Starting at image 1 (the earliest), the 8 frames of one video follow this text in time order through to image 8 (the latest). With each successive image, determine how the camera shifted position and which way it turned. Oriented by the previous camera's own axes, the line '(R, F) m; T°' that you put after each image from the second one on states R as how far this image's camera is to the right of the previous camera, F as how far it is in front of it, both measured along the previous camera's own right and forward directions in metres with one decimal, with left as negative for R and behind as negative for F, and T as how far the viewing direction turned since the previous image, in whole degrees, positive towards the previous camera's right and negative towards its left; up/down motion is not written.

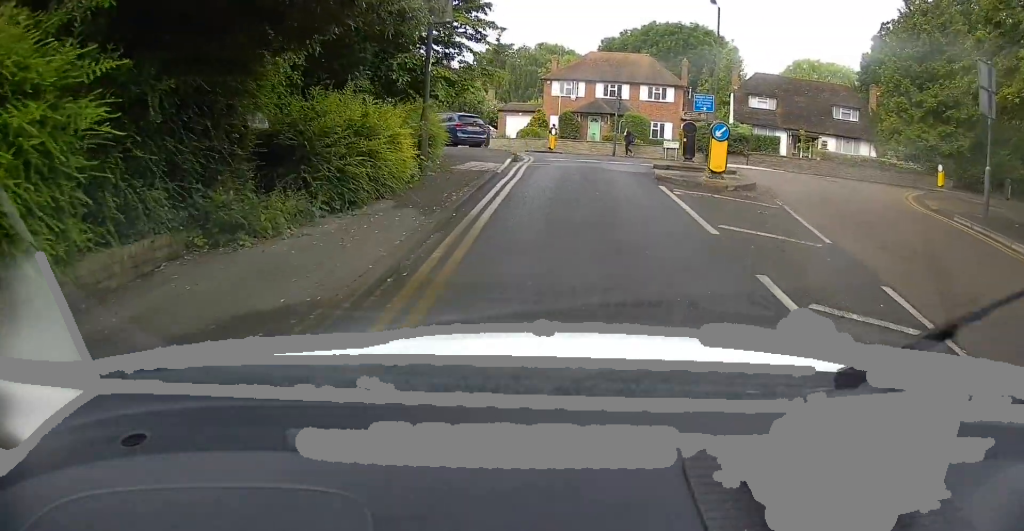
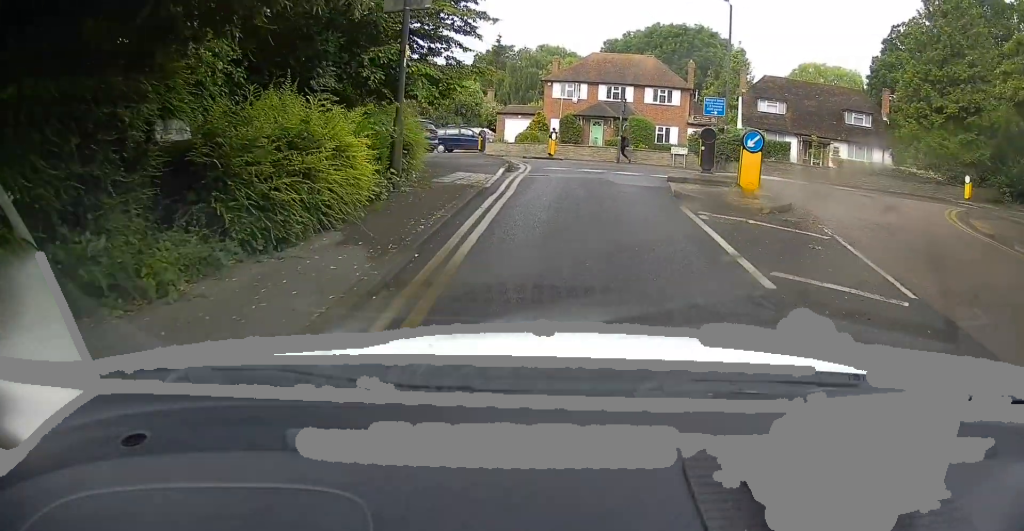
(0.0, +2.0) m; +1°
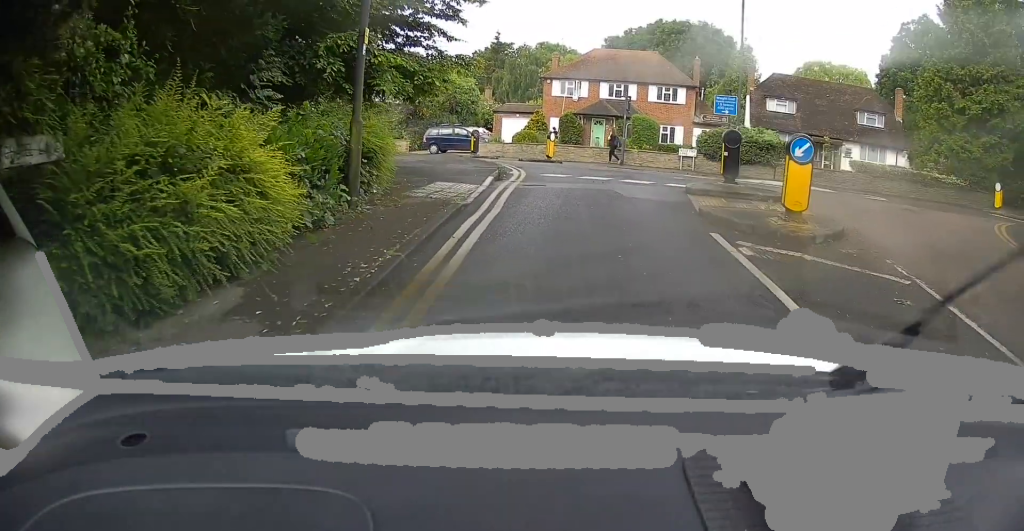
(0.0, +2.2) m; +2°
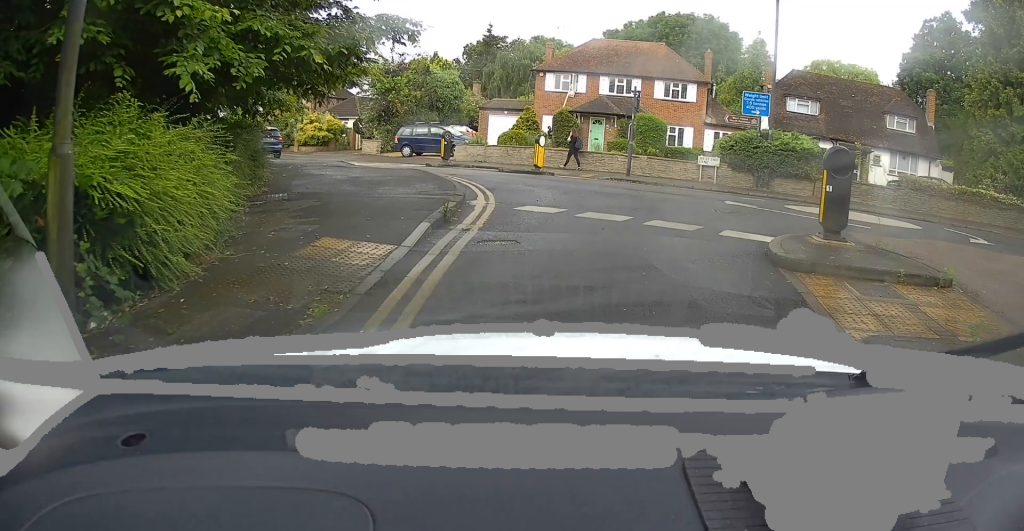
(+0.4, +5.3) m; +4°
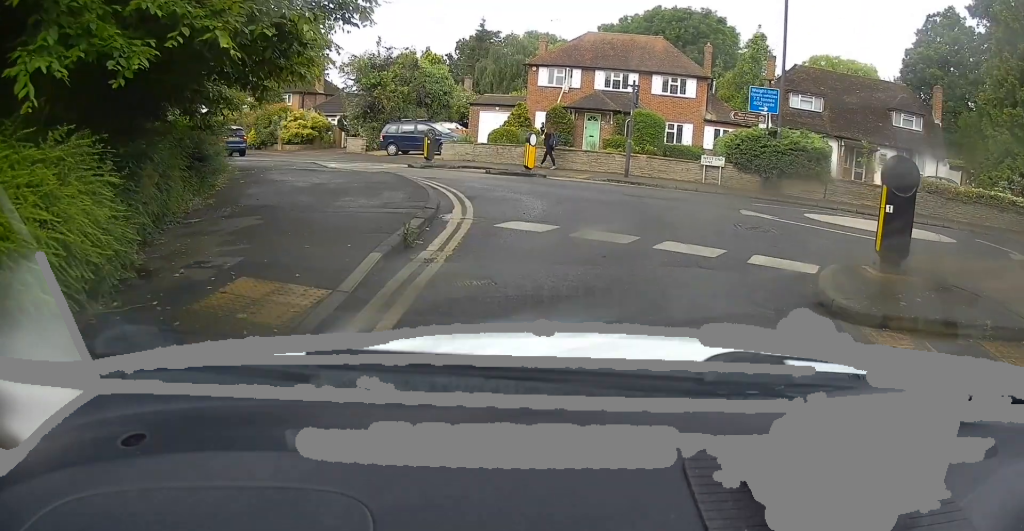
(-0.1, +1.6) m; +1°
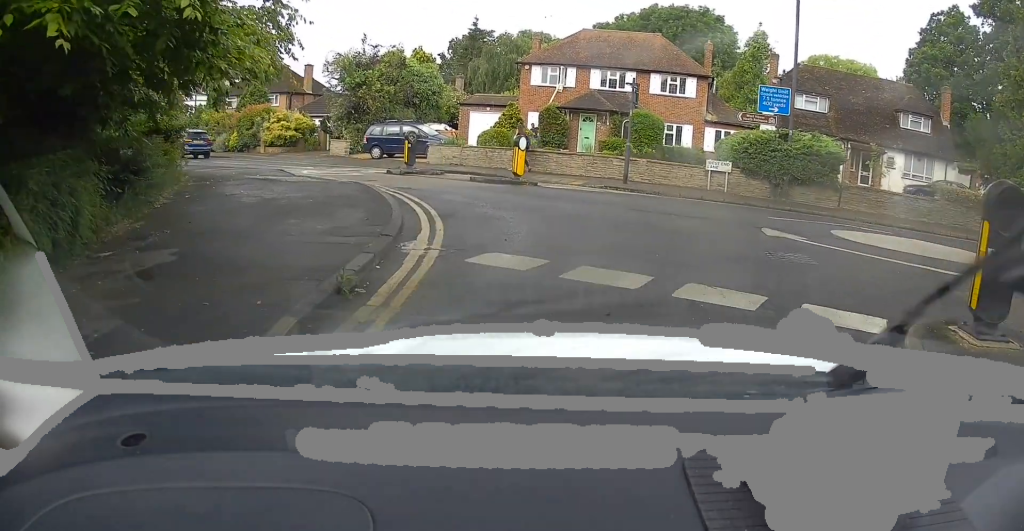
(0.0, +1.8) m; +2°
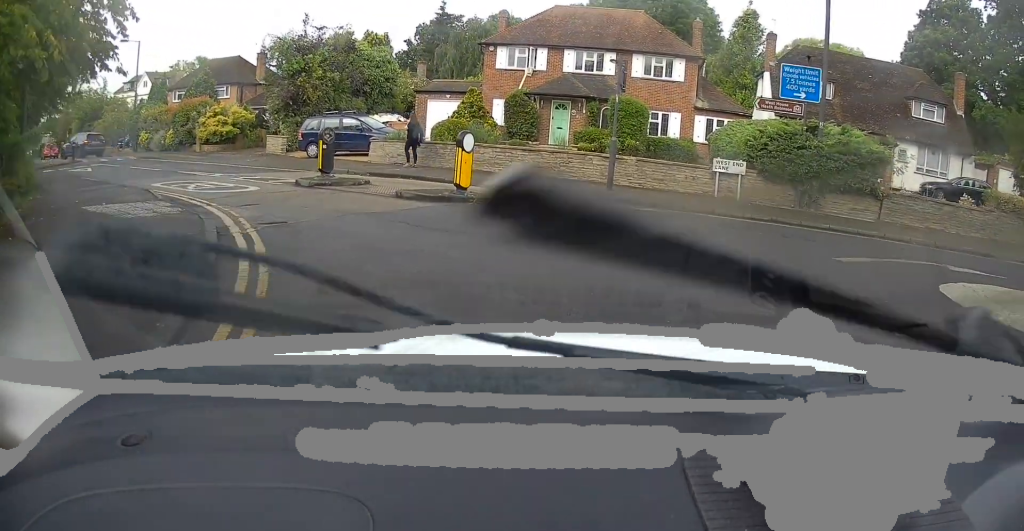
(+0.4, +4.3) m; +5°
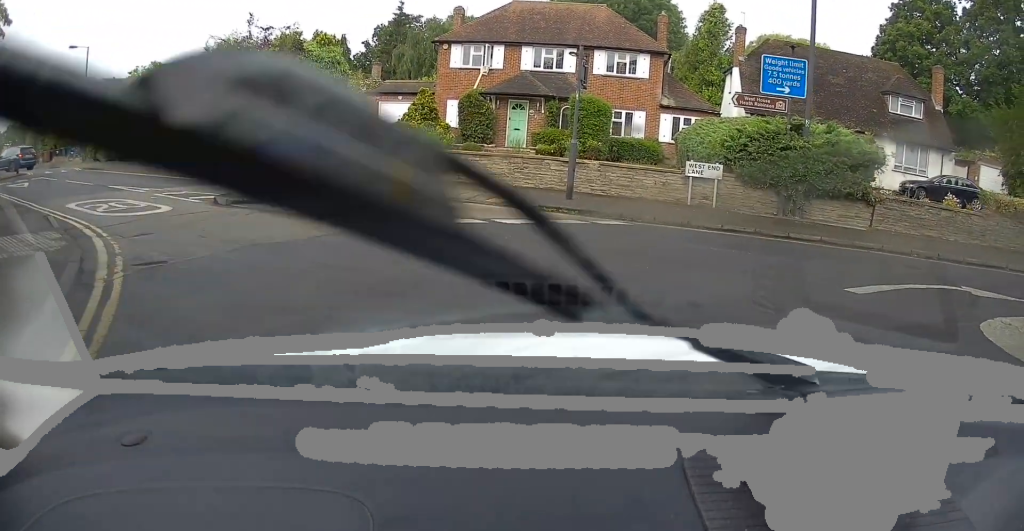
(0.0, +1.5) m; +6°
